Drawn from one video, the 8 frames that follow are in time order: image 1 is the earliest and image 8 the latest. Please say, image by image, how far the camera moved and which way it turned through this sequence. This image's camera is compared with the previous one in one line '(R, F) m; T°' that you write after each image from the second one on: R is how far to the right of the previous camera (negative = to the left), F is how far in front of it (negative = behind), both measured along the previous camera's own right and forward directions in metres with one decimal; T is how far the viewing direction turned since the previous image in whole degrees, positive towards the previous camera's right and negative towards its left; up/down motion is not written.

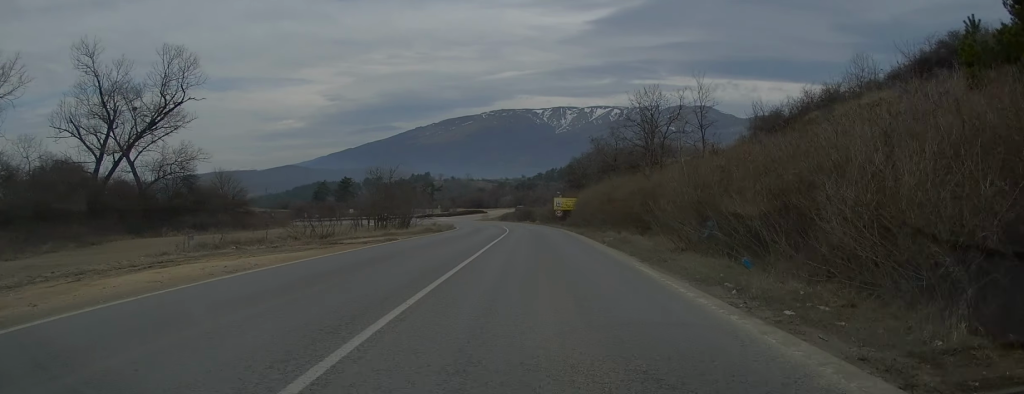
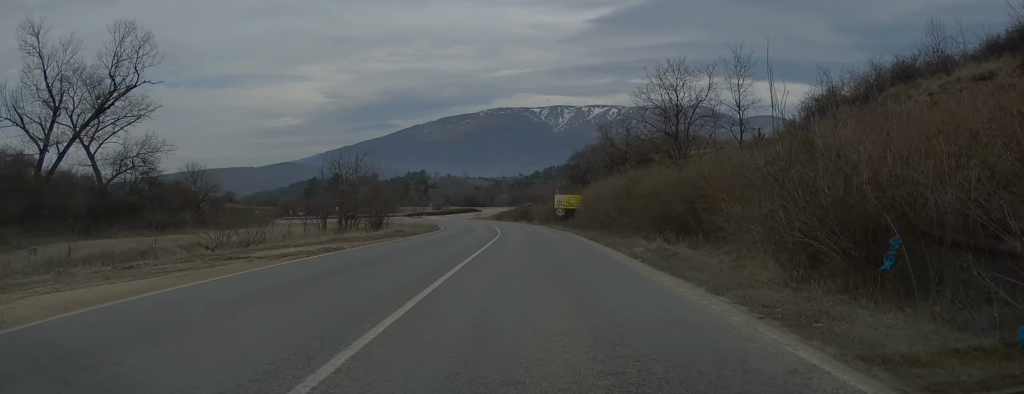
(0.0, +8.4) m; 0°
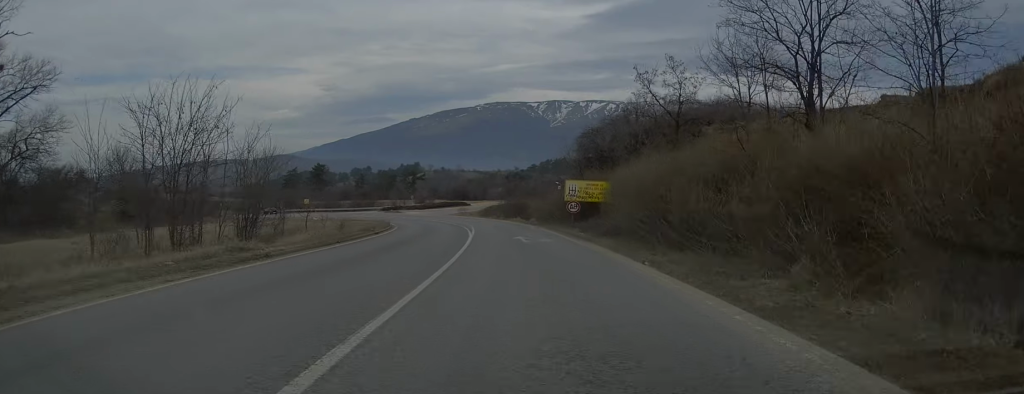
(0.0, +19.0) m; 0°
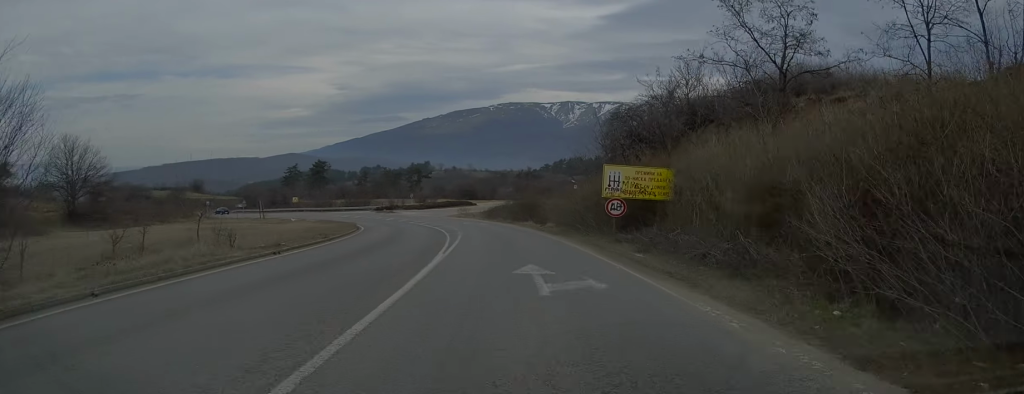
(0.0, +13.3) m; -1°
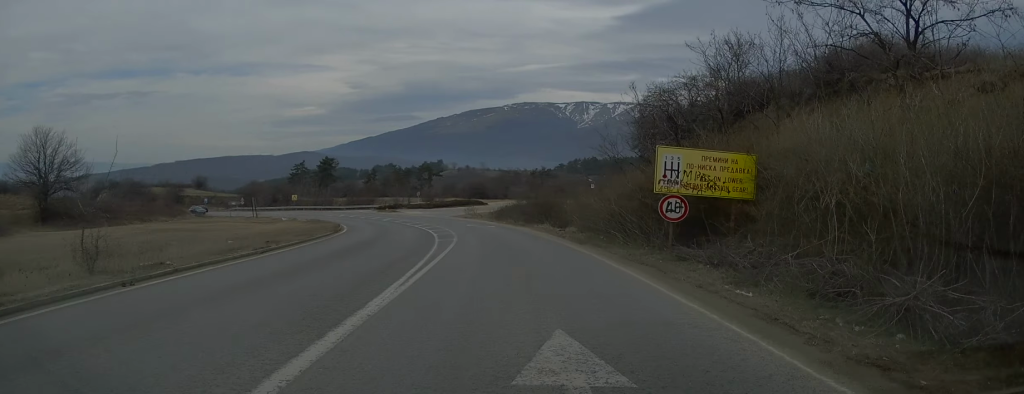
(+0.1, +7.3) m; -1°
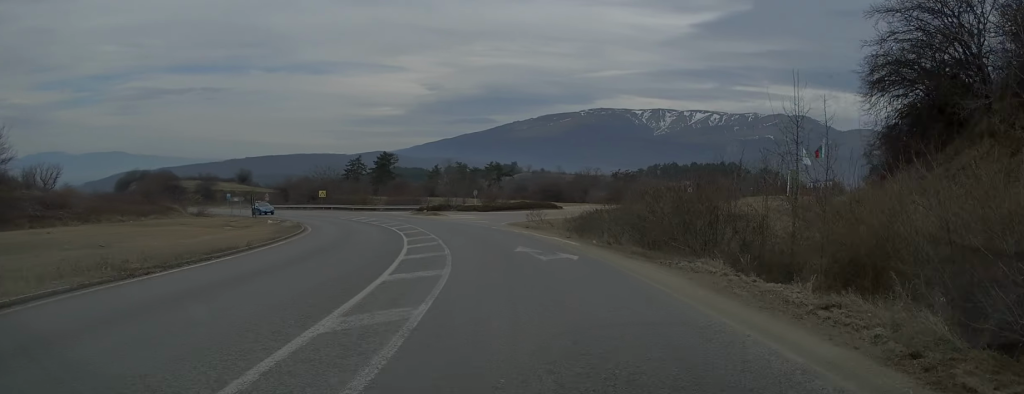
(-1.0, +21.7) m; -6°
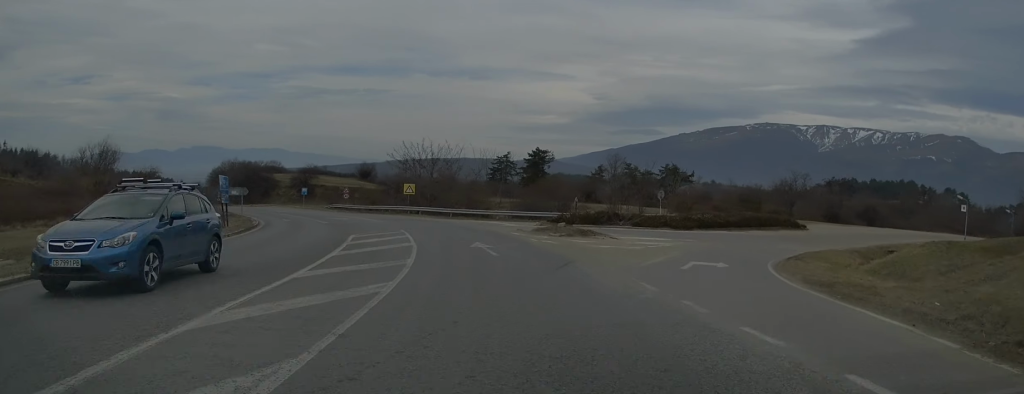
(-4.3, +34.5) m; -15°
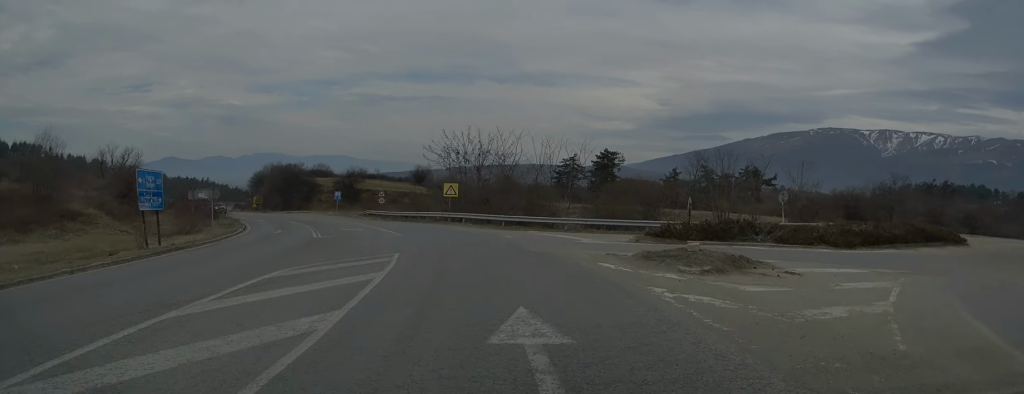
(-0.5, +12.6) m; -6°
